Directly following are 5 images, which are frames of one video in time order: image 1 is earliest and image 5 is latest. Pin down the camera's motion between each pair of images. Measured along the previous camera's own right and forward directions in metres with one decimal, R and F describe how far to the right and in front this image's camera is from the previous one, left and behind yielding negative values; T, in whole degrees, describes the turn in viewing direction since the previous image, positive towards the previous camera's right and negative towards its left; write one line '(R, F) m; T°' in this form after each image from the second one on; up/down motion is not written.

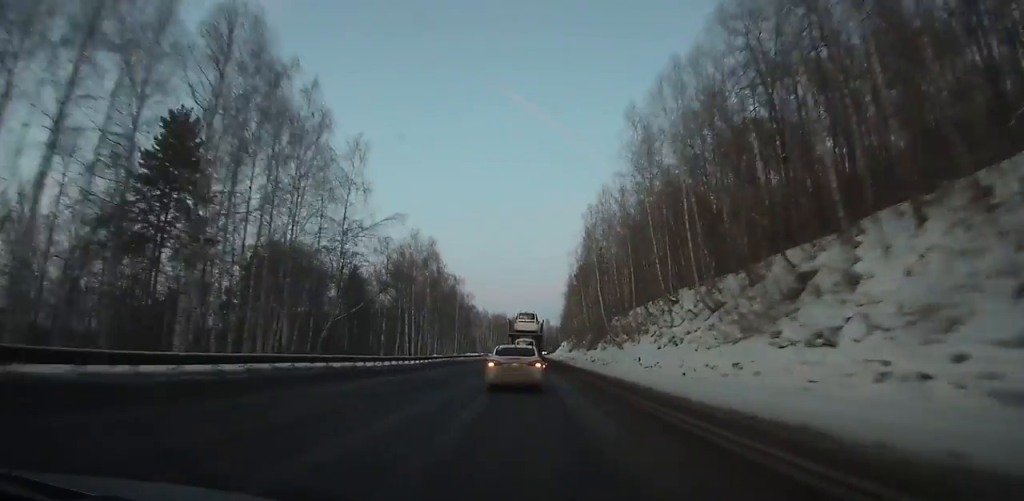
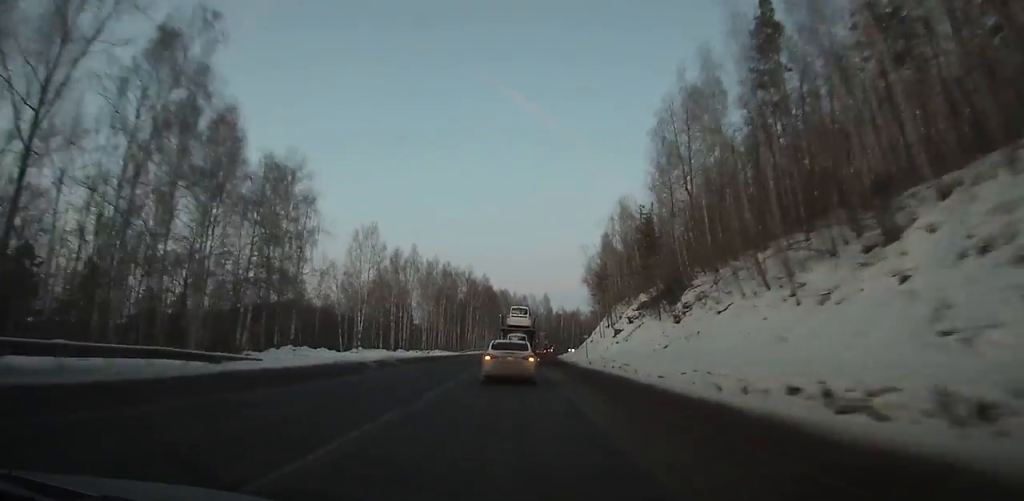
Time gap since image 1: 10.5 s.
(-0.7, +122.6) m; 0°
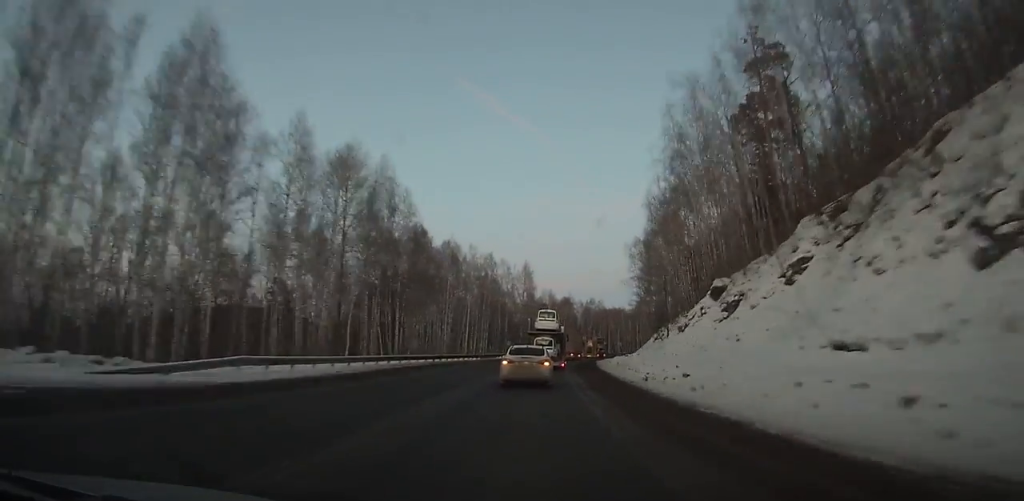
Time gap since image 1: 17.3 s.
(+1.8, +77.2) m; +4°
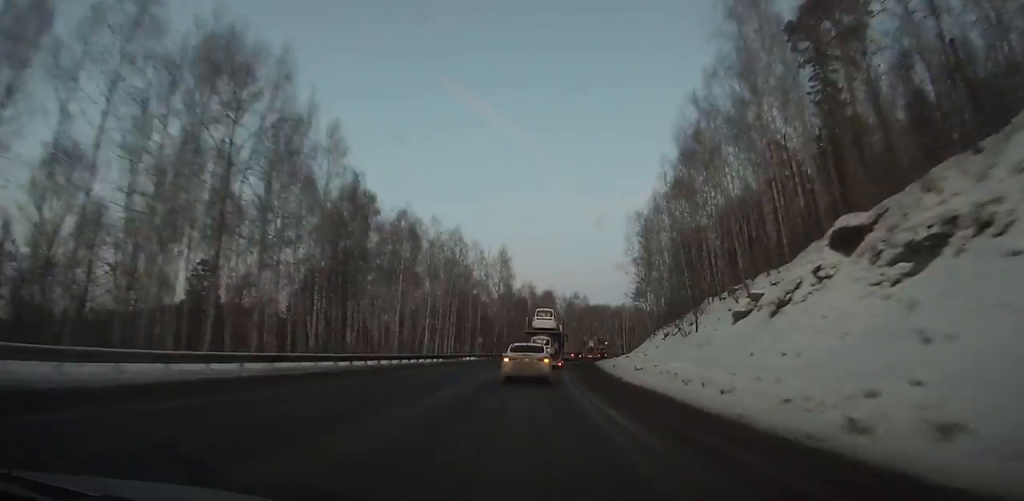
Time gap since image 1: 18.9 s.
(0.0, +17.9) m; +2°
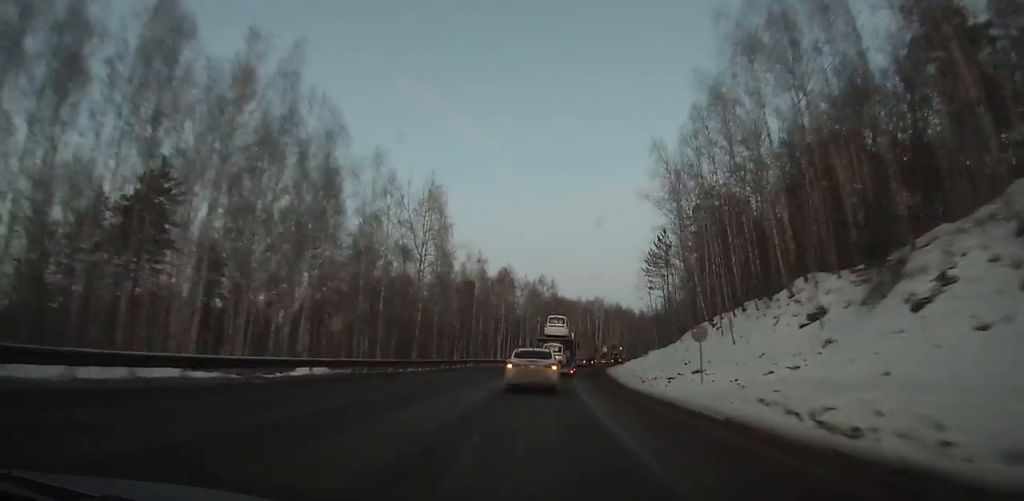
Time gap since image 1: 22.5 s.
(+1.7, +40.0) m; +5°
